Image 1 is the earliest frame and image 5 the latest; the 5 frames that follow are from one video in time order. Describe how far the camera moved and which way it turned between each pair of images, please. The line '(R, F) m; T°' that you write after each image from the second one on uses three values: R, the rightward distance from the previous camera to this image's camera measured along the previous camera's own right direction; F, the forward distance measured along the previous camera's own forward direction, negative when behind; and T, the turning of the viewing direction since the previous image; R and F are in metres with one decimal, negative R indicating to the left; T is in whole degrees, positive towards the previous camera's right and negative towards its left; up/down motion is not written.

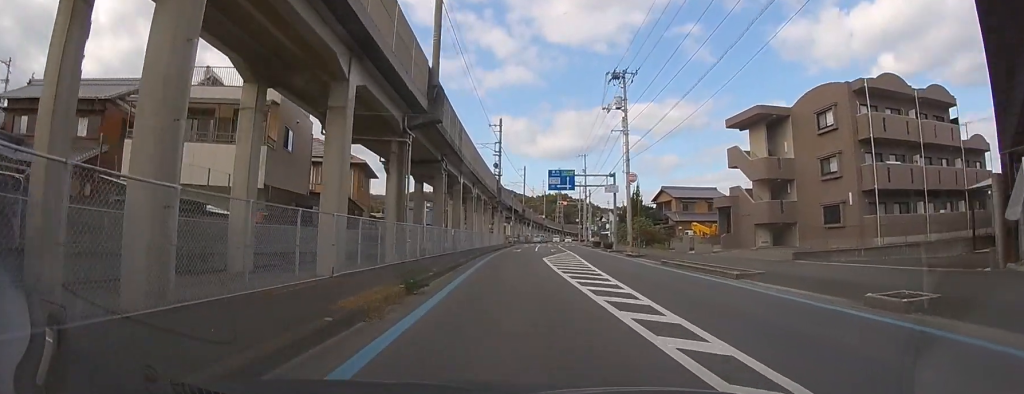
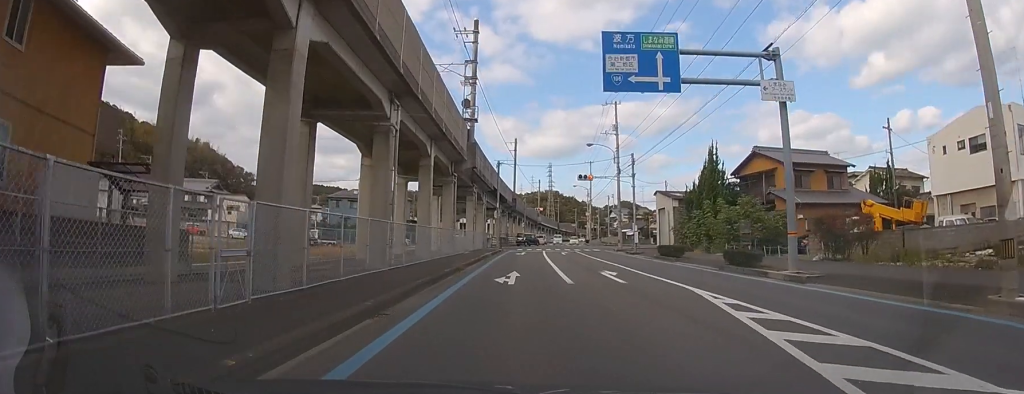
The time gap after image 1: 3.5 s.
(+0.3, +30.9) m; +2°
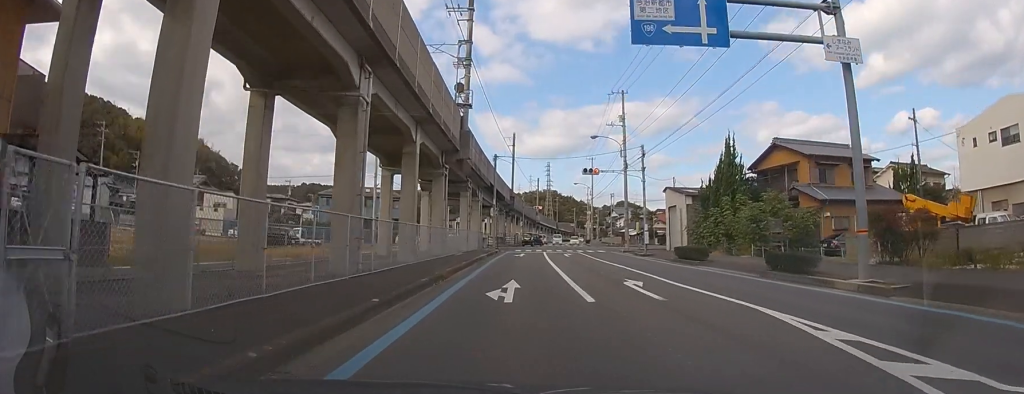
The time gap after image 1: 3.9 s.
(0.0, +3.7) m; 0°
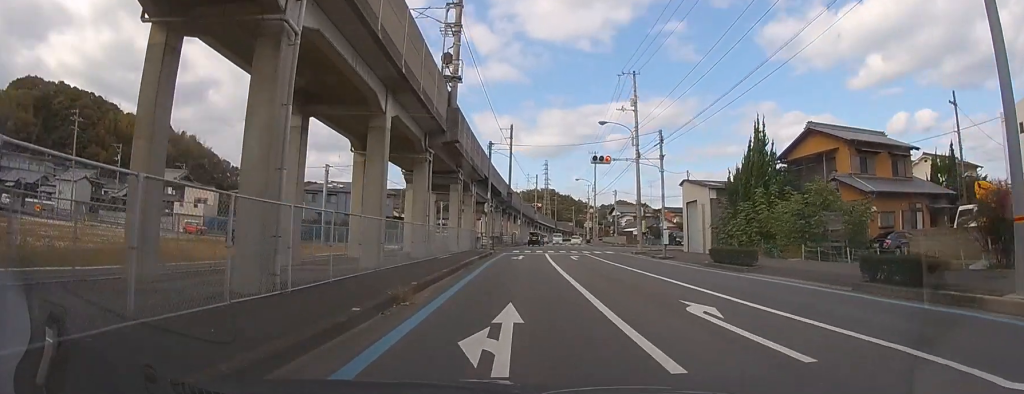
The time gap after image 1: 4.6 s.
(0.0, +5.3) m; 0°
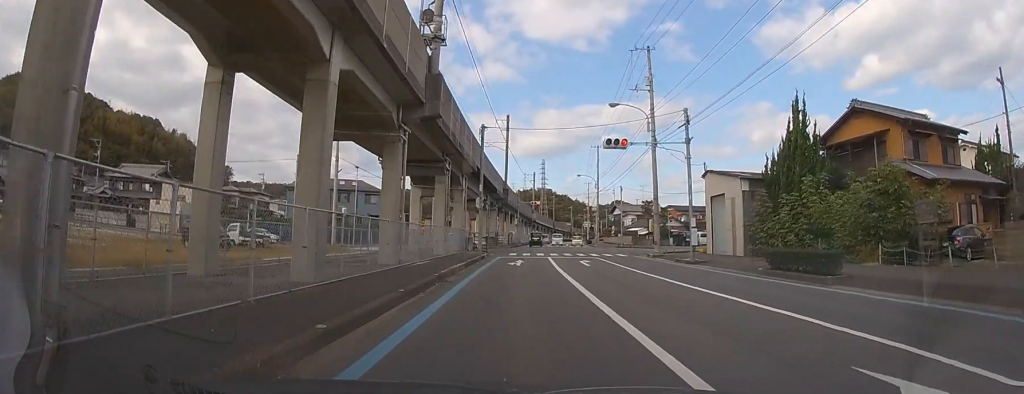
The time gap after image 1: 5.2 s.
(0.0, +5.3) m; 0°
